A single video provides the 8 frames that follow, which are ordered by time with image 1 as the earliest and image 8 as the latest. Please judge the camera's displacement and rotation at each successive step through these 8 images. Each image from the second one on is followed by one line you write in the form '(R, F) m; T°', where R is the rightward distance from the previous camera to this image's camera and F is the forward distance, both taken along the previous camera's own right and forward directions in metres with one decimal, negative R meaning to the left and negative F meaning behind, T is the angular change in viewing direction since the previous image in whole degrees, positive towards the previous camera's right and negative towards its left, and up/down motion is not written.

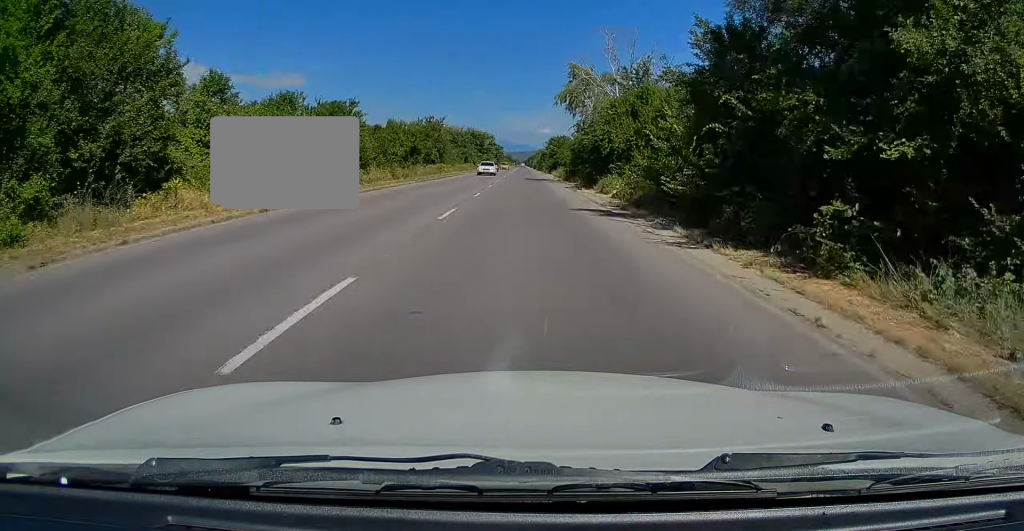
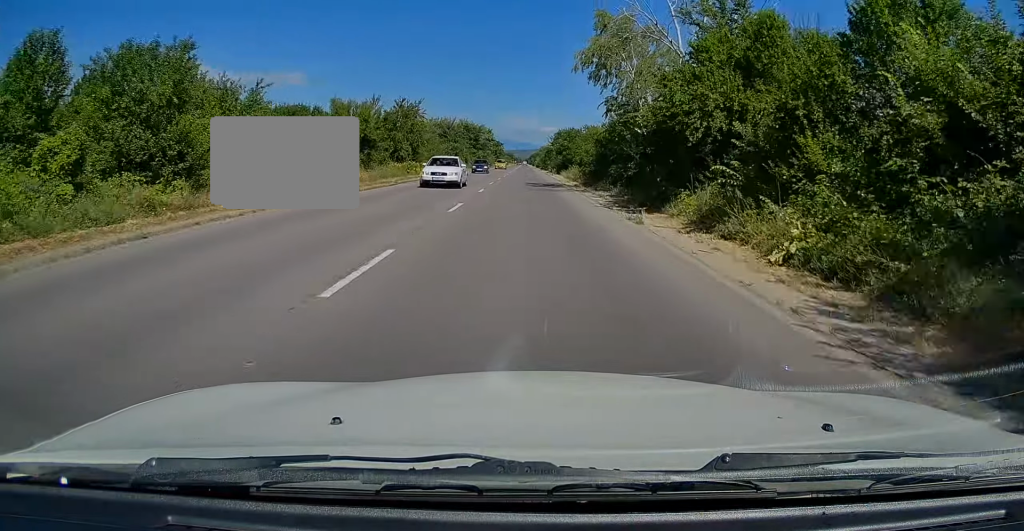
(0.0, +17.7) m; 0°
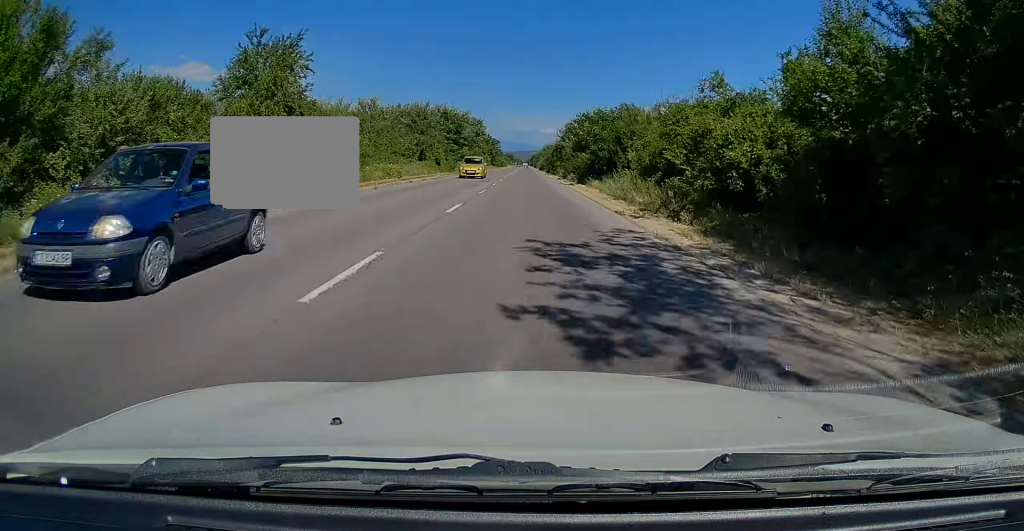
(0.0, +29.7) m; 0°
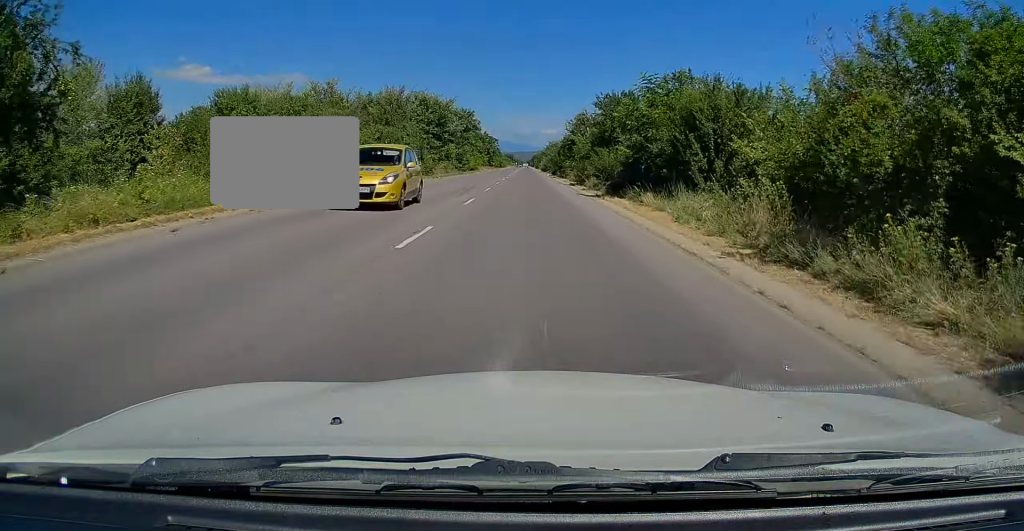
(0.0, +16.1) m; 0°
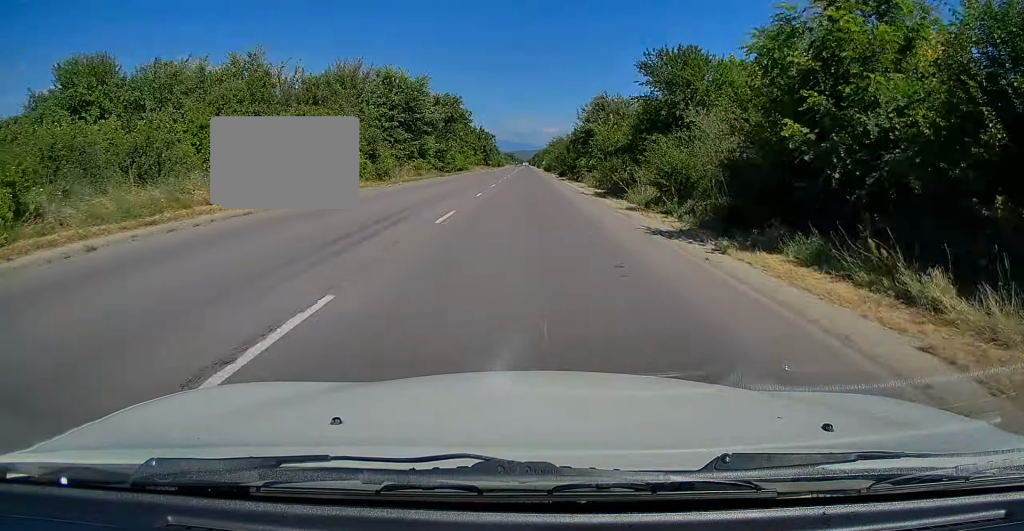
(0.0, +16.1) m; 0°
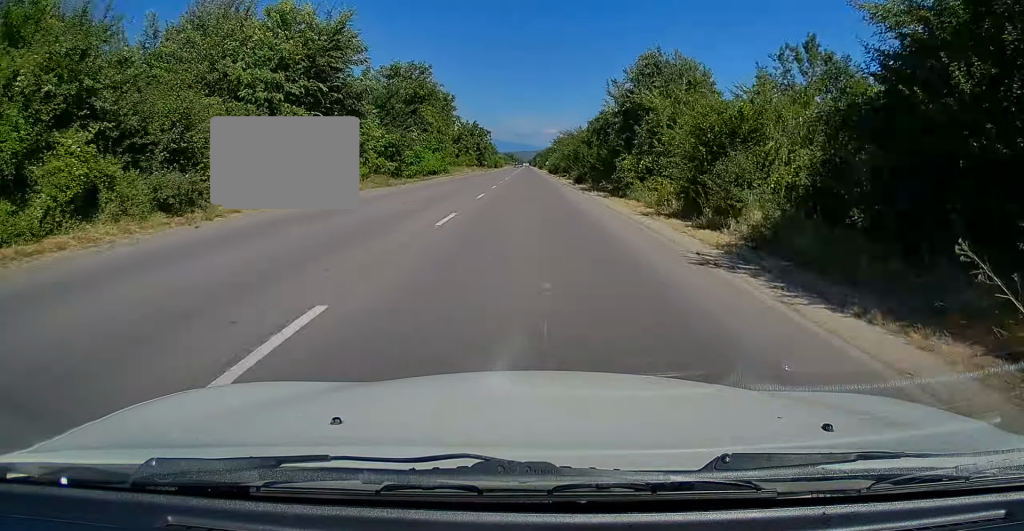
(-0.1, +20.2) m; 0°
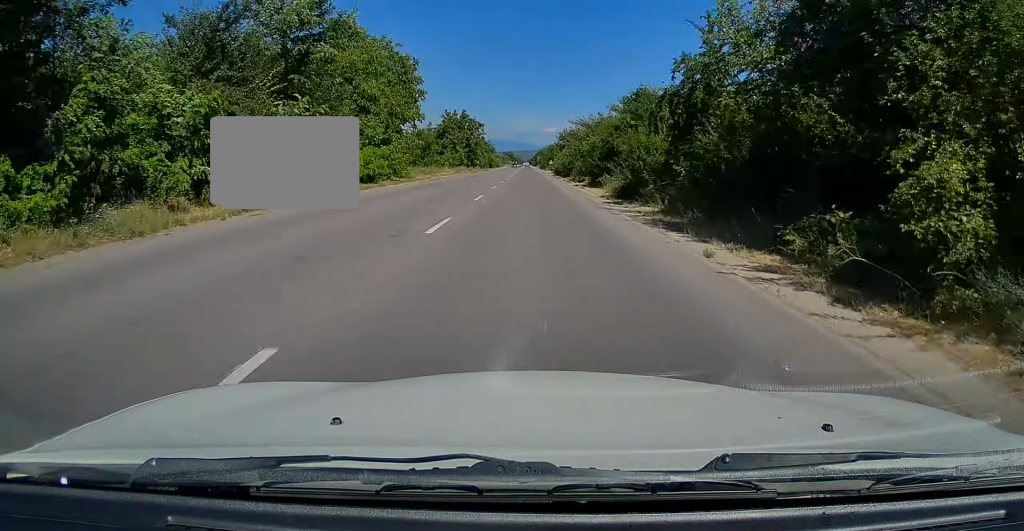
(+0.1, +20.9) m; 0°
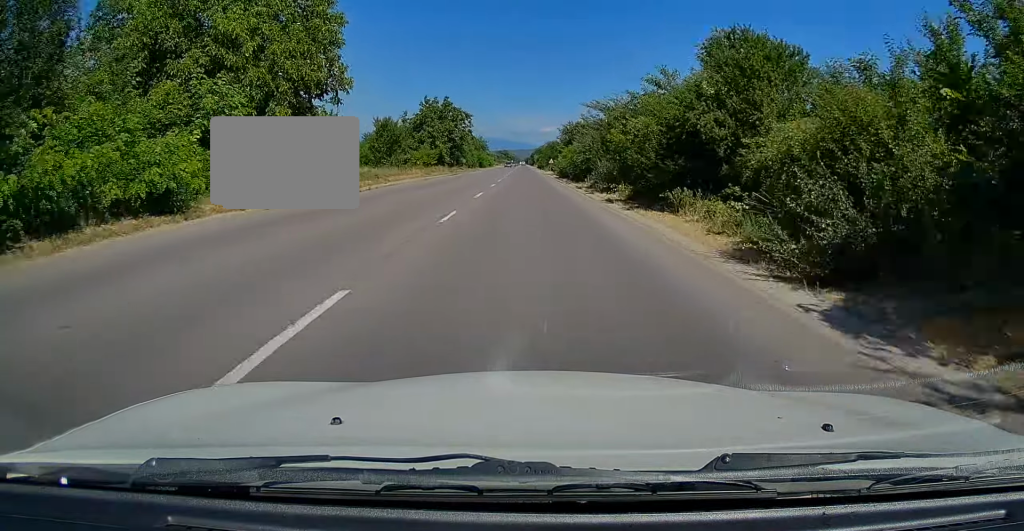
(+0.1, +17.7) m; 0°
